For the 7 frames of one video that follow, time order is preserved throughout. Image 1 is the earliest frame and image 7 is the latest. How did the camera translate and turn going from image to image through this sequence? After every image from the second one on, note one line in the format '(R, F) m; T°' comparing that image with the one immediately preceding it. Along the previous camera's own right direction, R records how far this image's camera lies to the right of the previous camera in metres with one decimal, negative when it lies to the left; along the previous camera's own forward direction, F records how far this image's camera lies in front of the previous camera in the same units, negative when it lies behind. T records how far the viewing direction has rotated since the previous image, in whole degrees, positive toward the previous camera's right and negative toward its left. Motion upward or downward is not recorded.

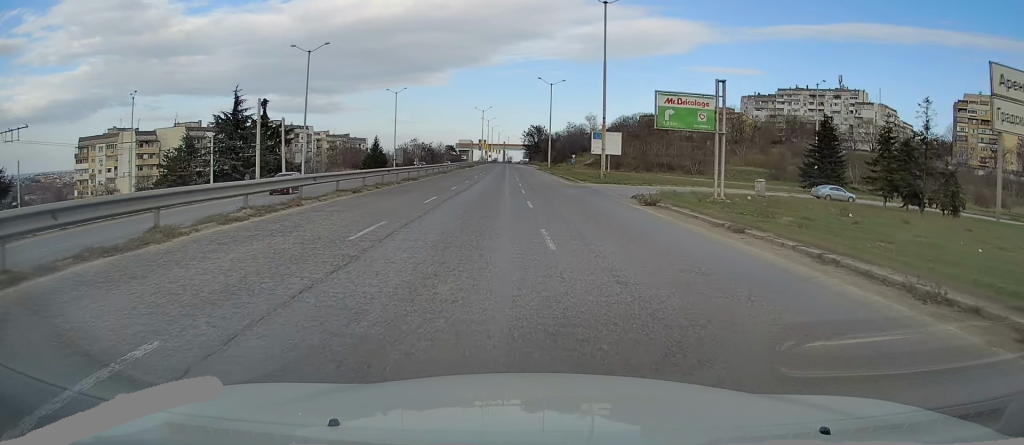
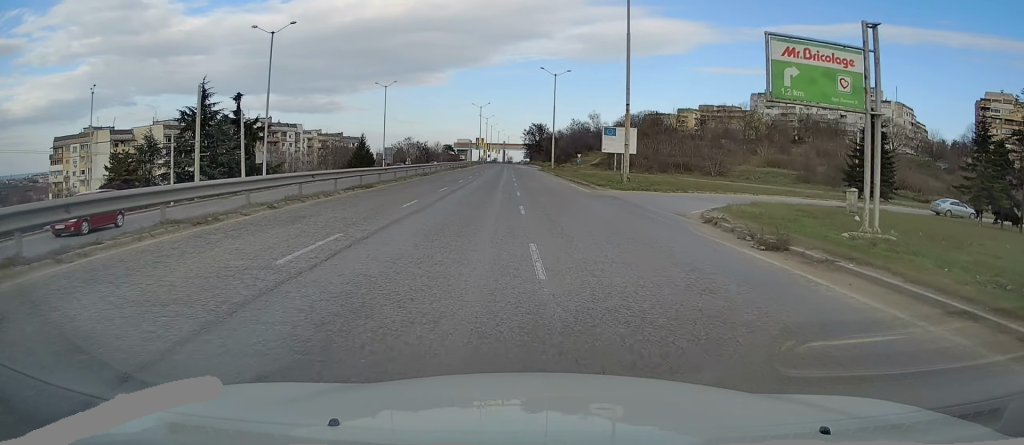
(+0.1, +11.4) m; 0°
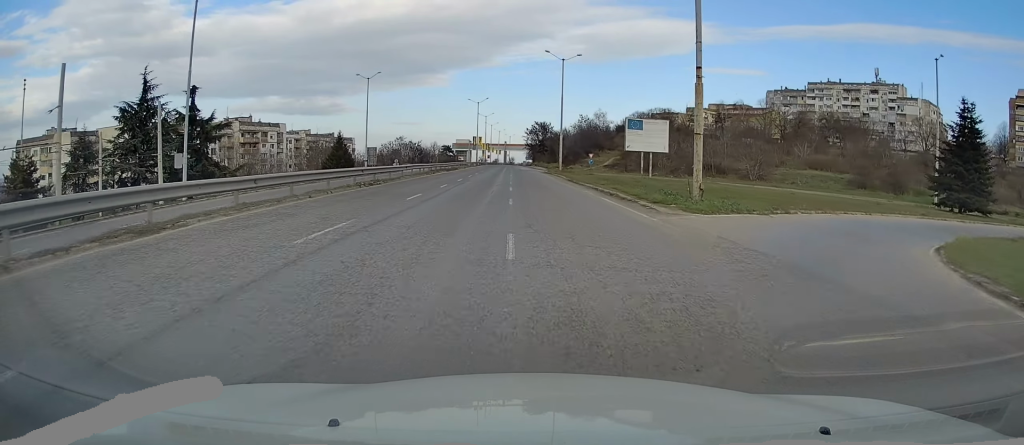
(0.0, +16.0) m; 0°
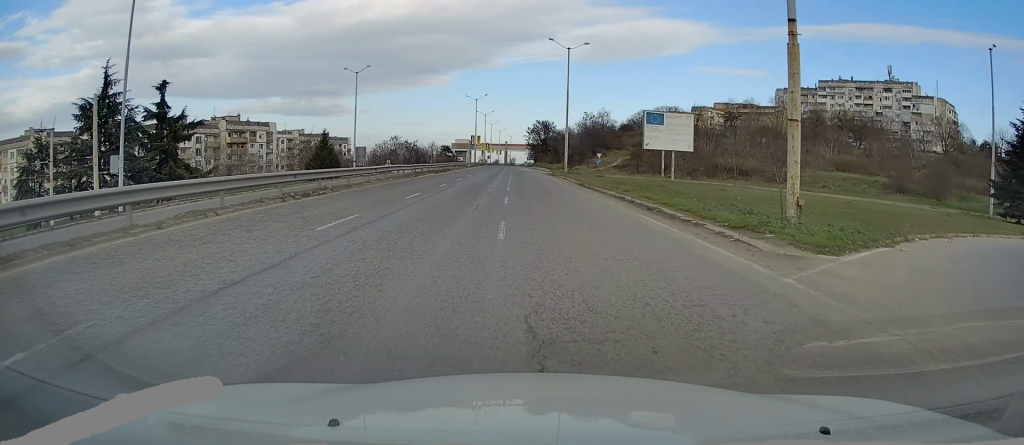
(0.0, +8.6) m; 0°
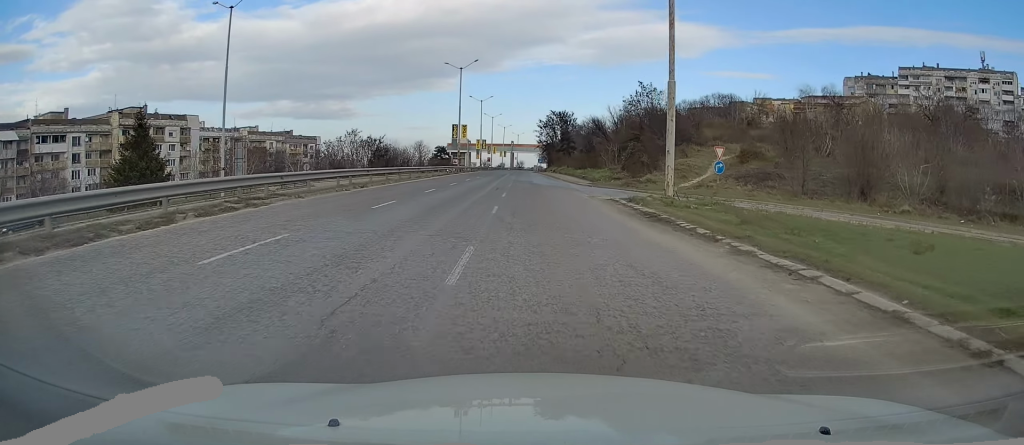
(-0.3, +49.7) m; -1°
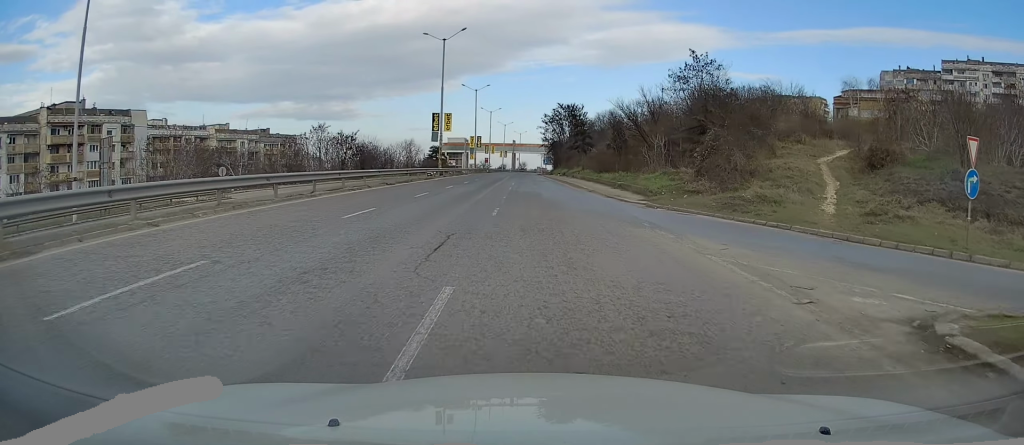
(+0.4, +21.2) m; +1°
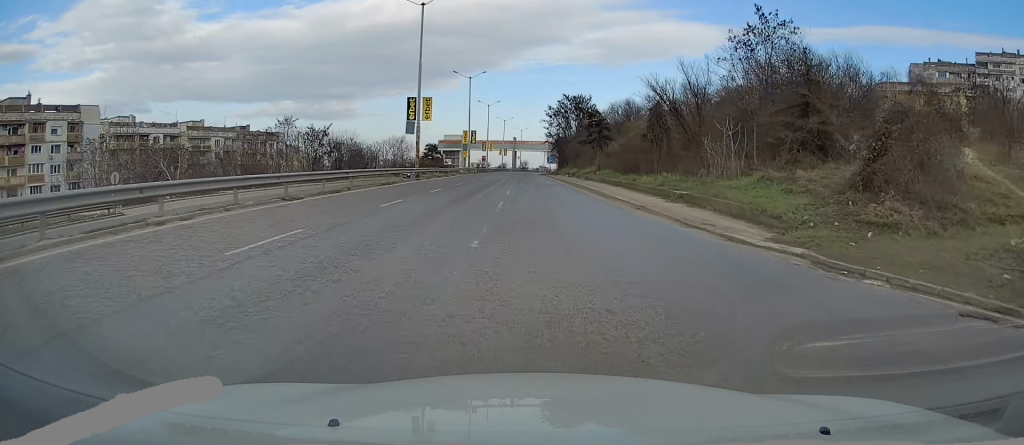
(-0.1, +14.8) m; -1°
